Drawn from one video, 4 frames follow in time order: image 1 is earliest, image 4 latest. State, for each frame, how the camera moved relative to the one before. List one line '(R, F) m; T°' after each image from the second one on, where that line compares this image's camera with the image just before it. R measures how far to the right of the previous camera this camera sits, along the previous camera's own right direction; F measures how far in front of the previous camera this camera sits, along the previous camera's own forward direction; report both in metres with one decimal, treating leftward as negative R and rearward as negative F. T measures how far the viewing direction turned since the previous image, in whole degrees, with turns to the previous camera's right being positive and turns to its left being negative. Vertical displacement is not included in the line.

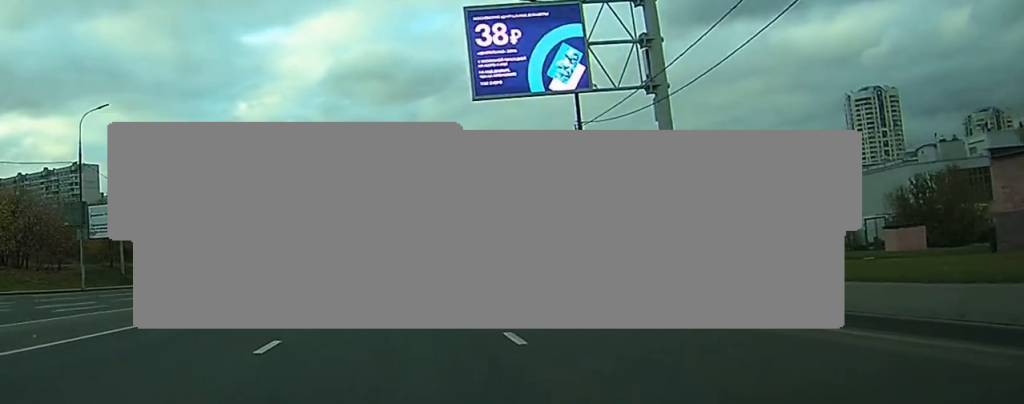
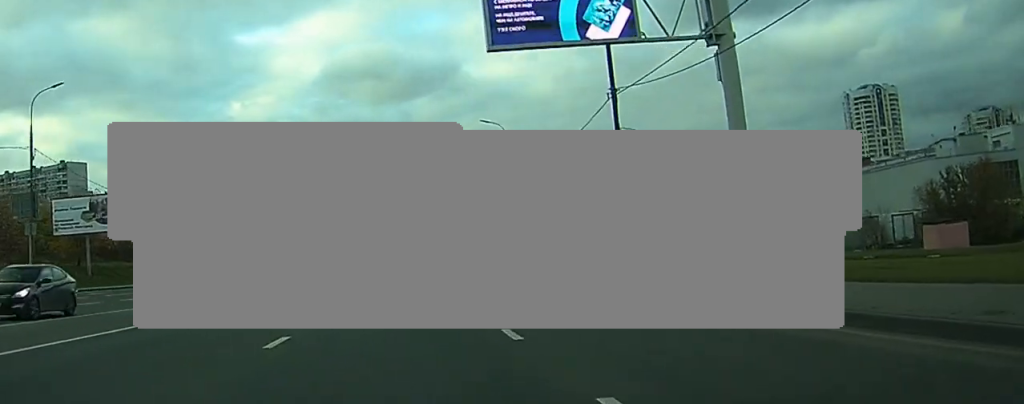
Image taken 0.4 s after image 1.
(+0.1, +7.4) m; +1°
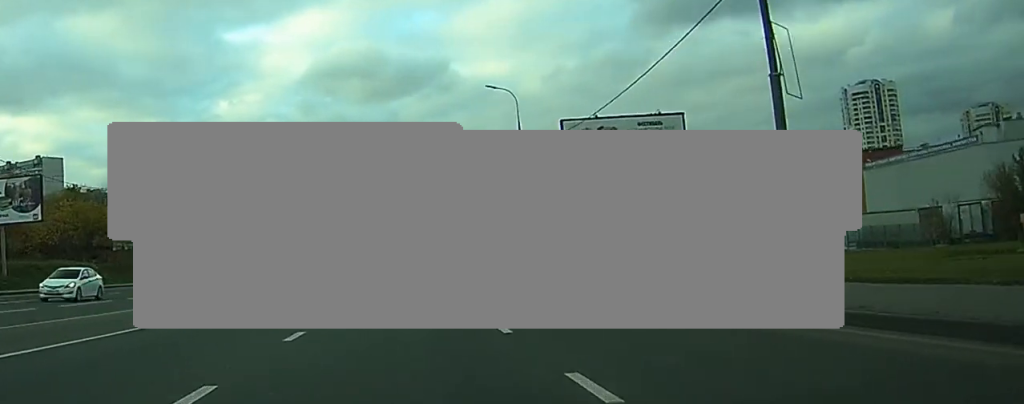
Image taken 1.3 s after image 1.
(0.0, +14.4) m; 0°
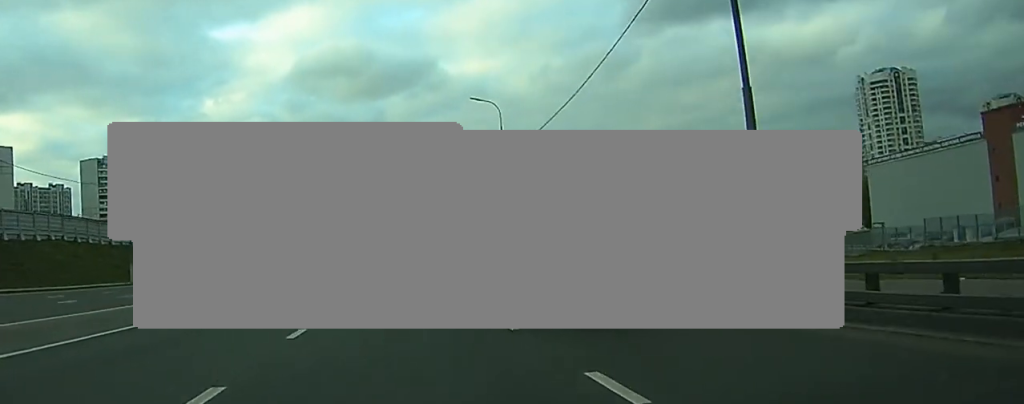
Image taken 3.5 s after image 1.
(+0.6, +40.3) m; +2°
